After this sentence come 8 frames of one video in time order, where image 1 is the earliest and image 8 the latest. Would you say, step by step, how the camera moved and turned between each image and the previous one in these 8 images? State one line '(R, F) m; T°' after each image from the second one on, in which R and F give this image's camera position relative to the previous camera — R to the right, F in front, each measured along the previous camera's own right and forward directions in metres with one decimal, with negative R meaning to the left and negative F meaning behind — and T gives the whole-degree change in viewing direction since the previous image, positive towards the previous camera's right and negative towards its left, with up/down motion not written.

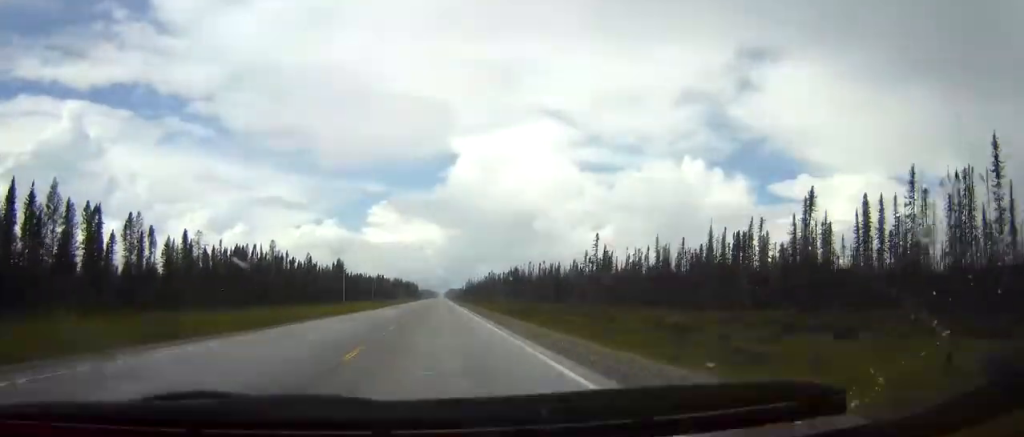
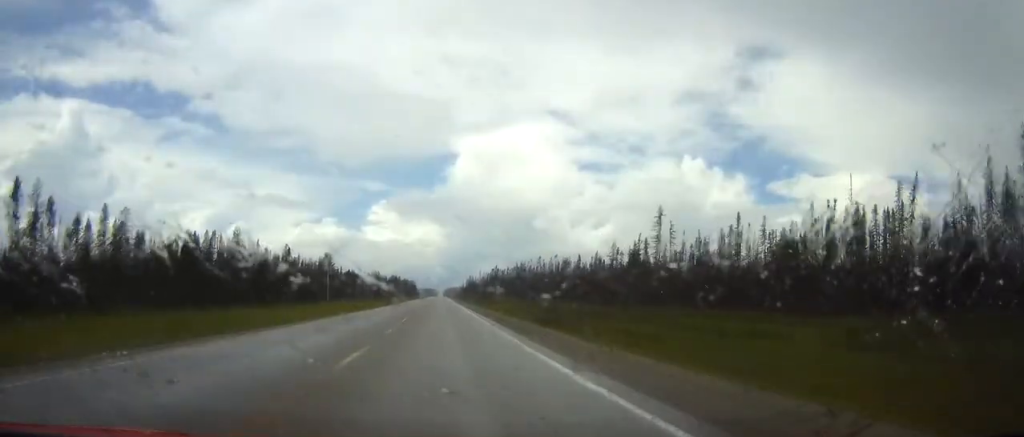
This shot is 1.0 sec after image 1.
(0.0, +28.5) m; 0°
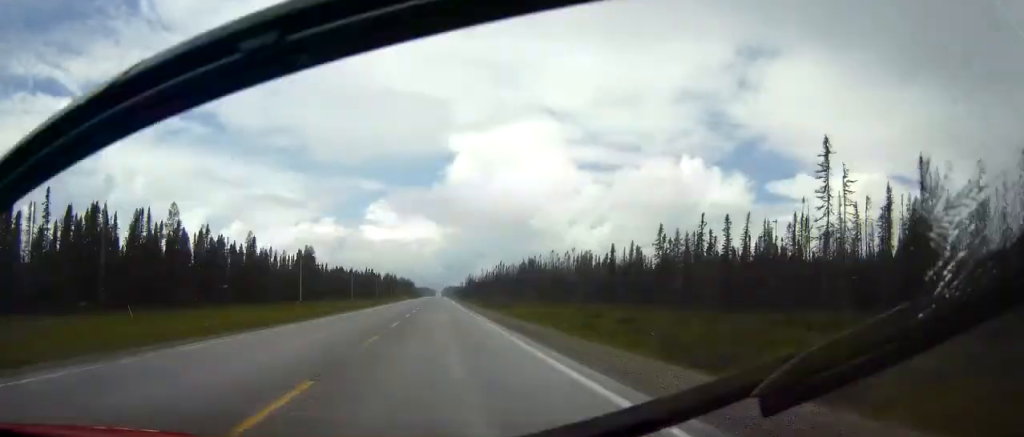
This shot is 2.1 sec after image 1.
(0.0, +32.5) m; 0°
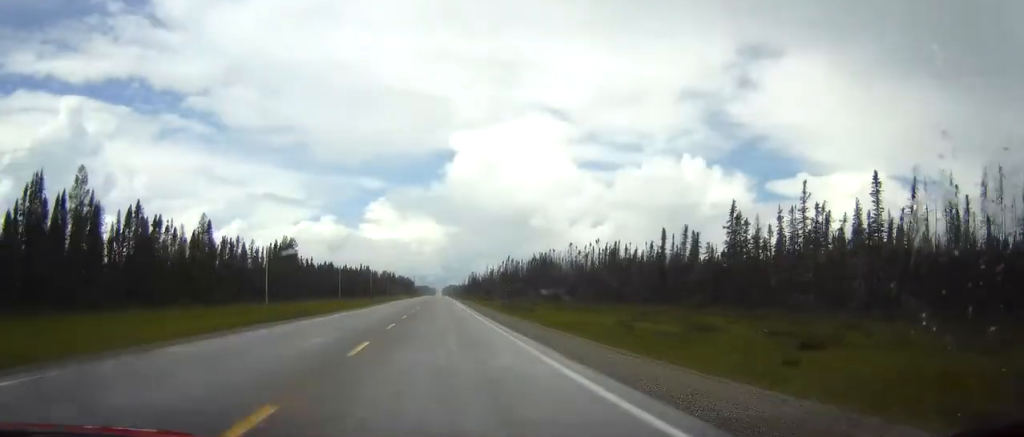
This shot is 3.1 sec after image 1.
(0.0, +29.6) m; 0°
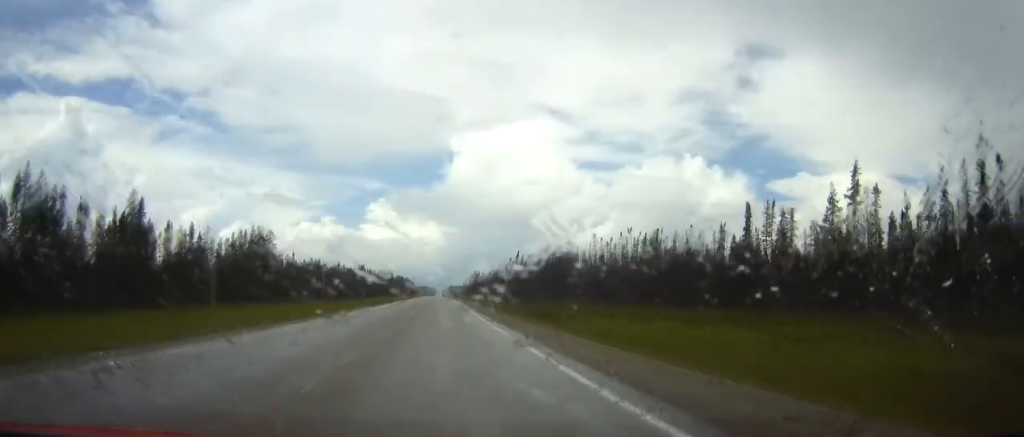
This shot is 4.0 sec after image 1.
(+0.1, +28.6) m; 0°
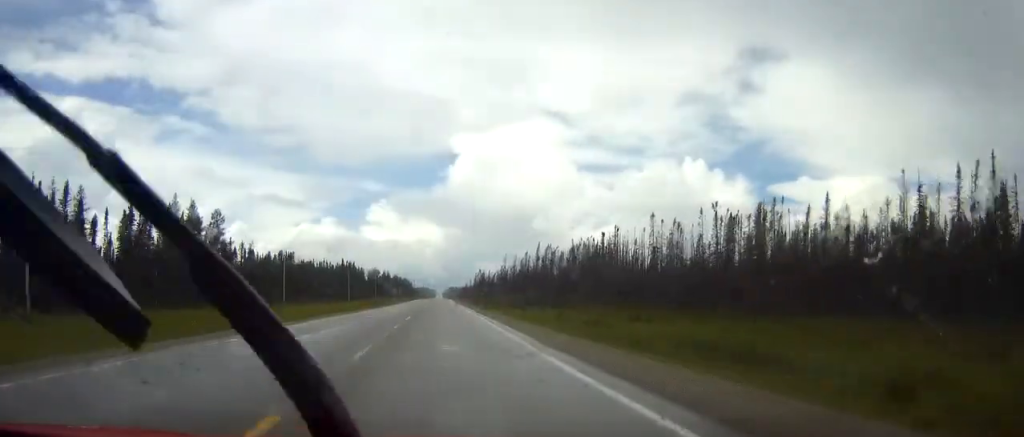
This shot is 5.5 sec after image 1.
(-0.1, +44.4) m; 0°
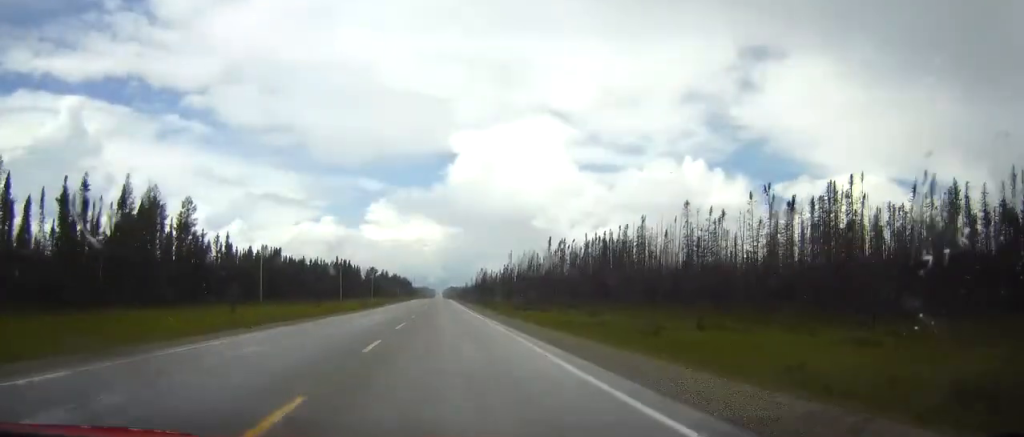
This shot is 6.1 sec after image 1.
(+0.1, +16.8) m; 0°
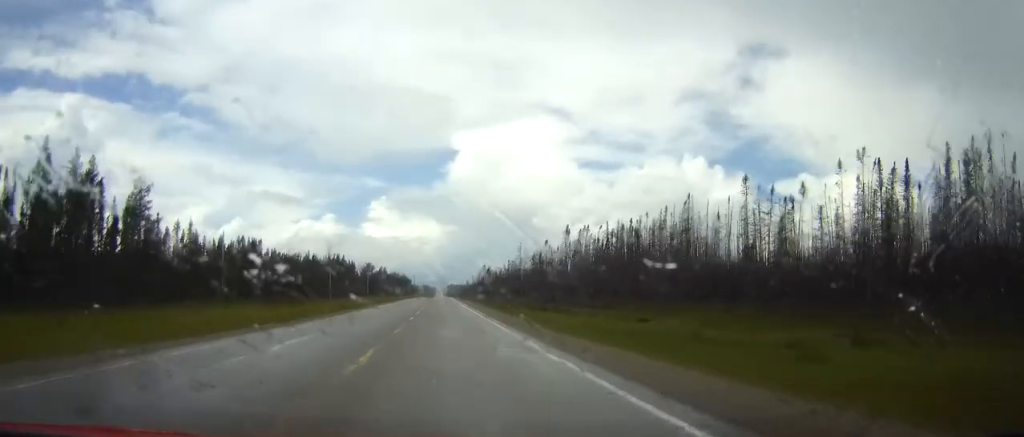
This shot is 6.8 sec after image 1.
(0.0, +20.8) m; 0°
